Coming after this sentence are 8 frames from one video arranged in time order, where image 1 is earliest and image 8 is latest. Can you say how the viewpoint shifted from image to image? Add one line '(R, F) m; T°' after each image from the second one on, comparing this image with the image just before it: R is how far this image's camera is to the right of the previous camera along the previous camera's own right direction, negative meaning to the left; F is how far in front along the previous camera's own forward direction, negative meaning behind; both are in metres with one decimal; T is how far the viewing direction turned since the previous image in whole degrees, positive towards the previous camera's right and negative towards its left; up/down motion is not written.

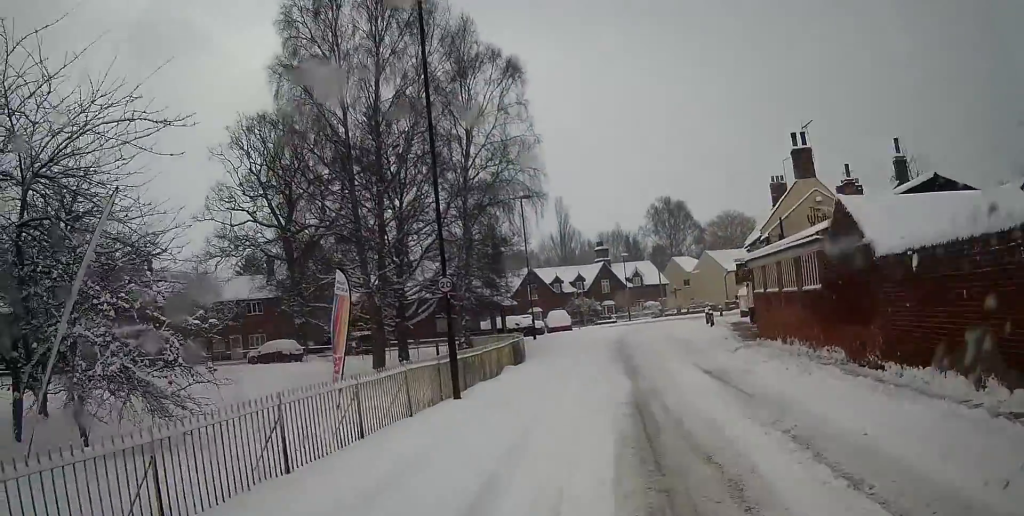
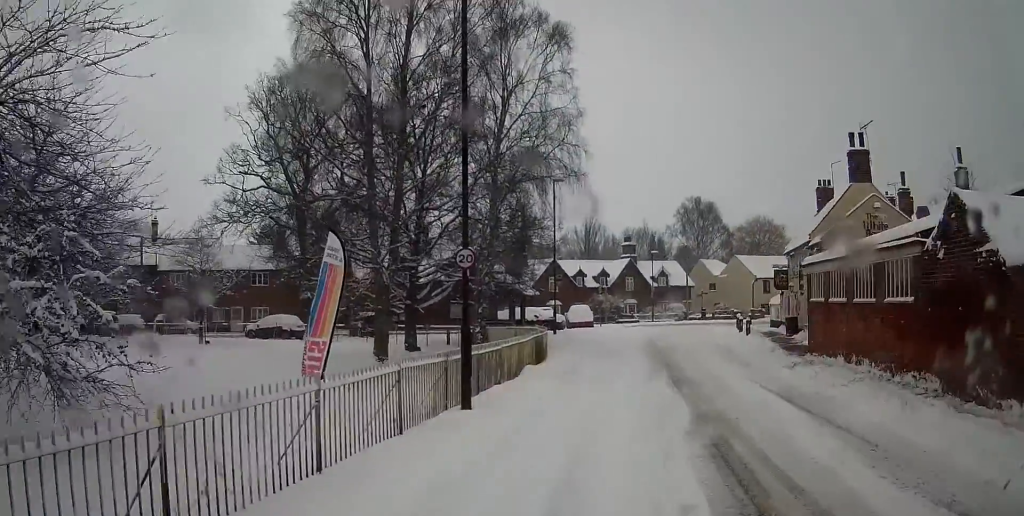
(-0.2, +2.9) m; -3°
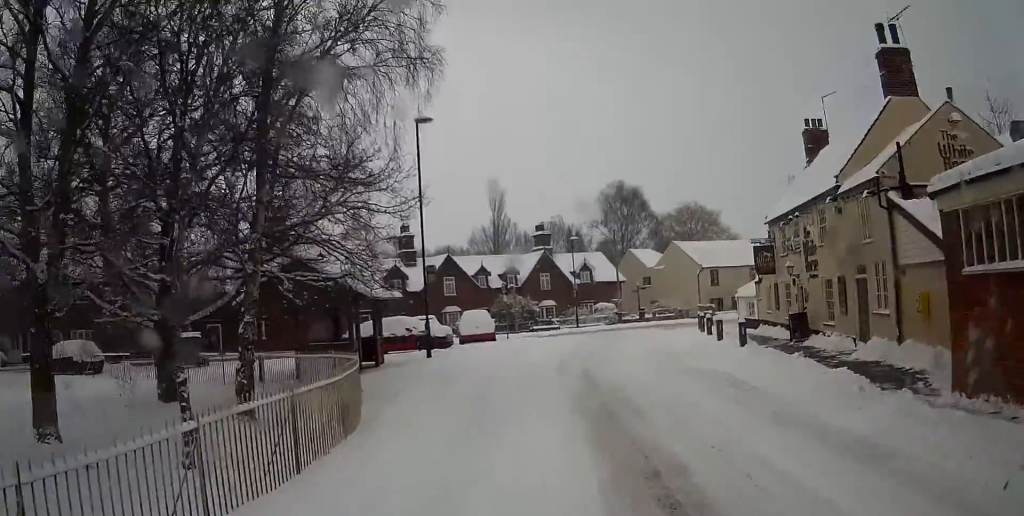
(+1.6, +14.4) m; +12°
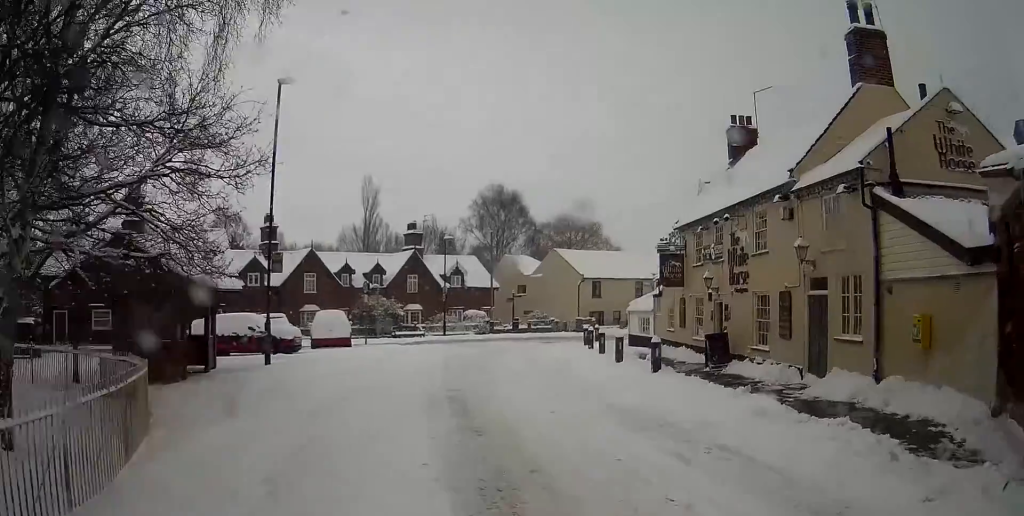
(0.0, +4.2) m; +1°
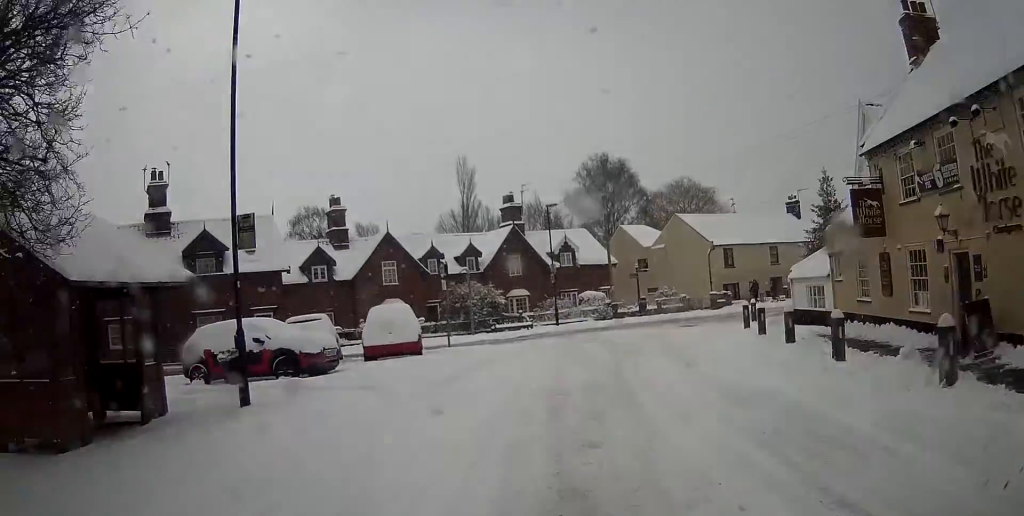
(+0.1, +8.9) m; 0°
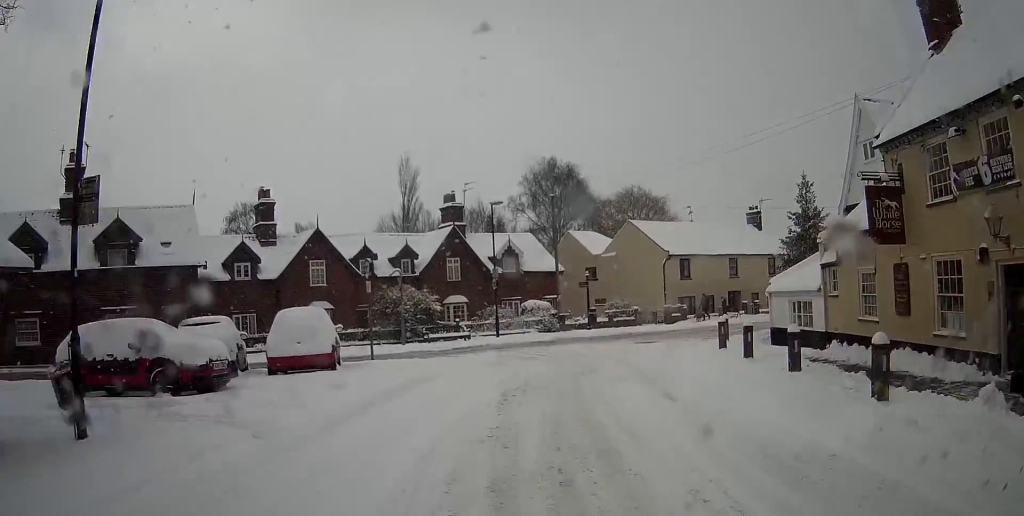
(0.0, +3.5) m; 0°
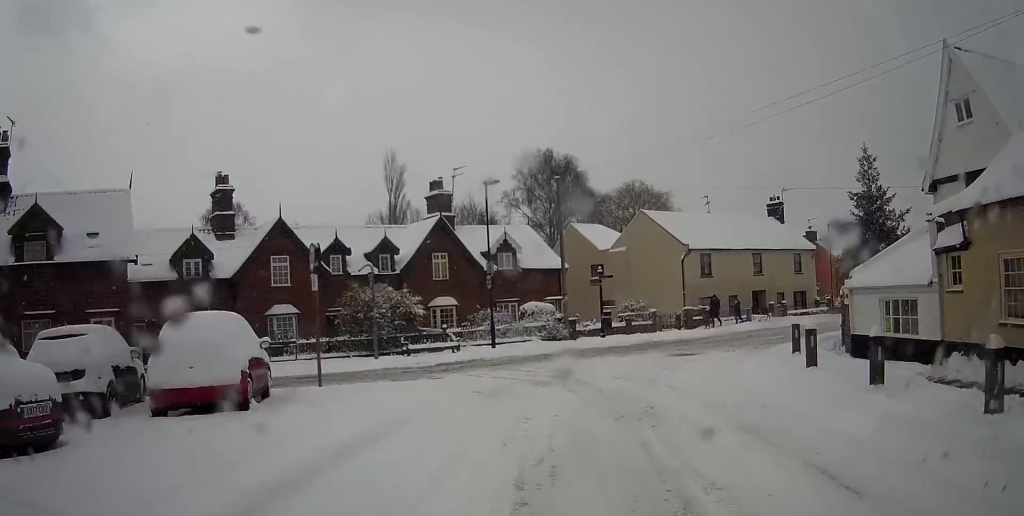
(0.0, +6.5) m; +1°
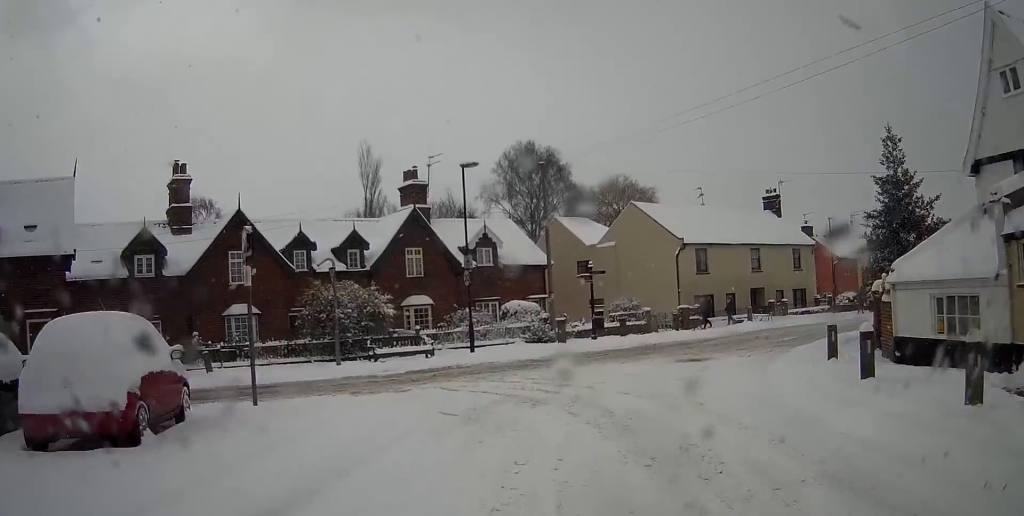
(-0.1, +3.3) m; +1°
